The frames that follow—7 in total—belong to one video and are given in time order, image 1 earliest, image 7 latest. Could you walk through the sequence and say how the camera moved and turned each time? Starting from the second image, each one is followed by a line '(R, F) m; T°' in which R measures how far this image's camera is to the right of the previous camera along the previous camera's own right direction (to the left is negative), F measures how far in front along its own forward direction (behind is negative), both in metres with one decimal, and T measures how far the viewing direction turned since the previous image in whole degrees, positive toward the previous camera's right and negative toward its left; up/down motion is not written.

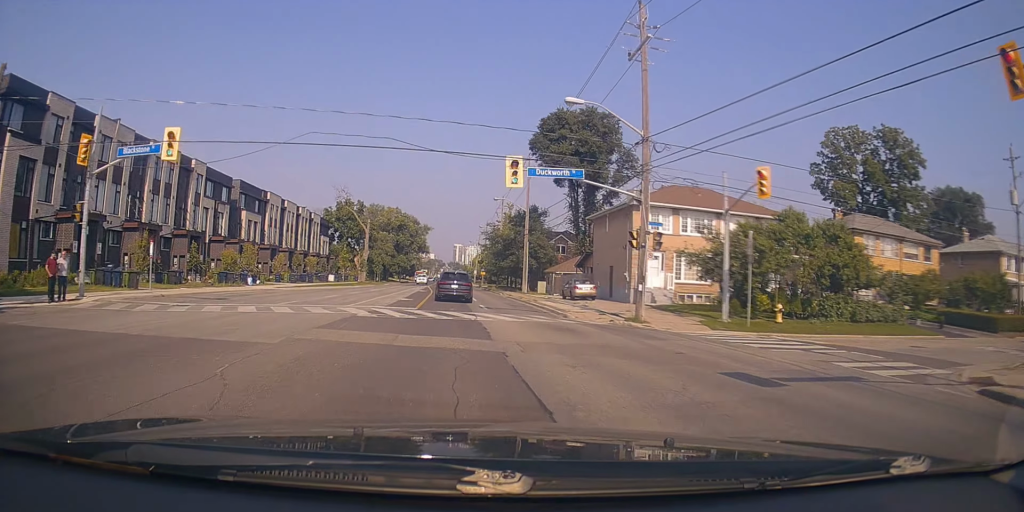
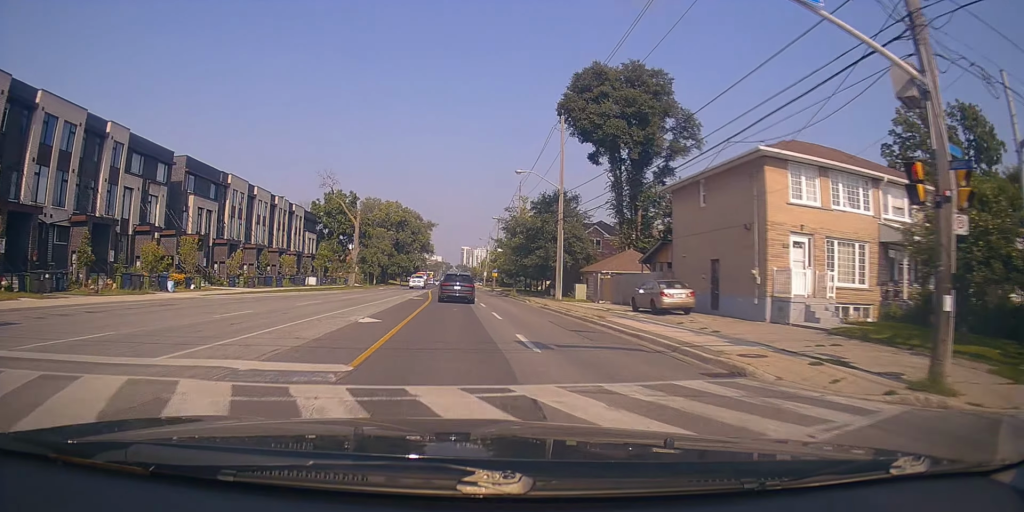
(-0.7, +15.1) m; -1°
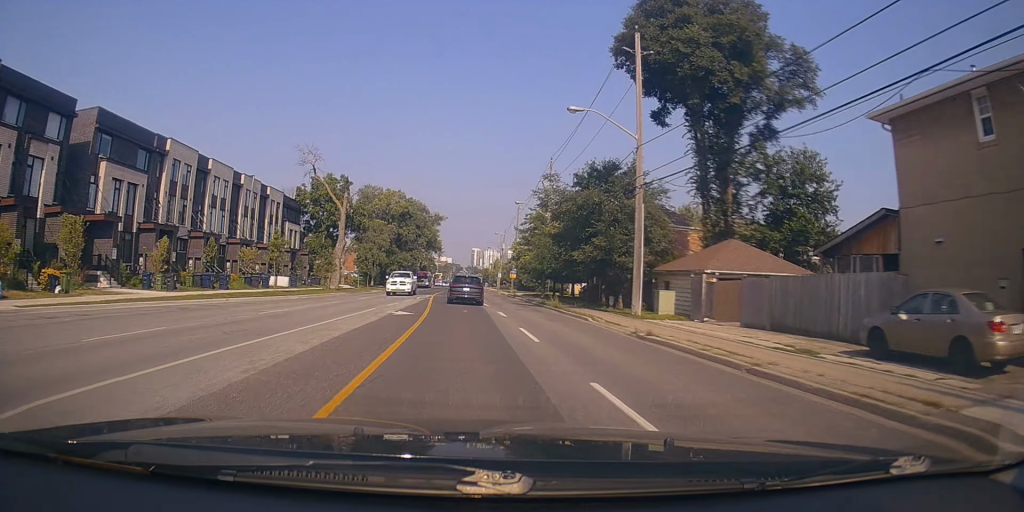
(+0.5, +15.8) m; +1°
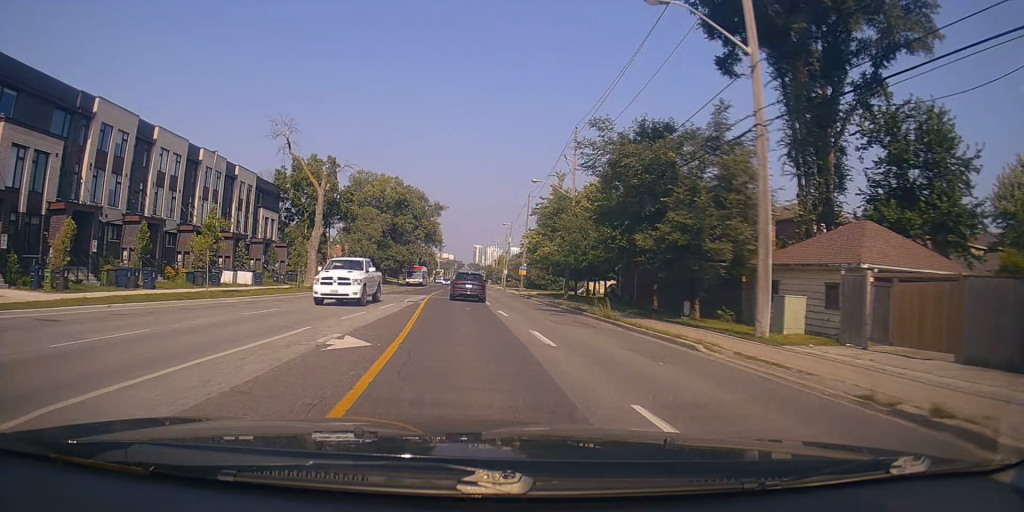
(-0.1, +10.7) m; -1°
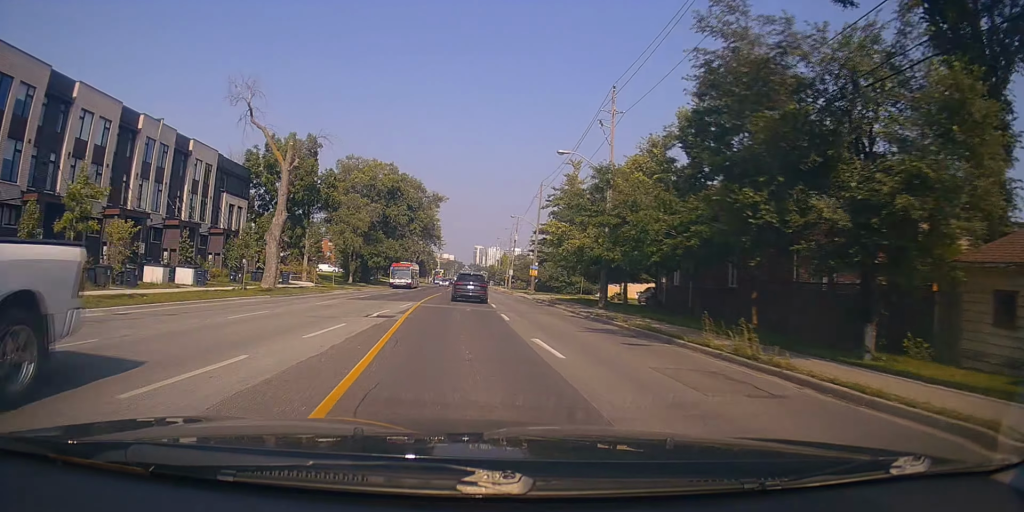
(-0.2, +10.8) m; 0°
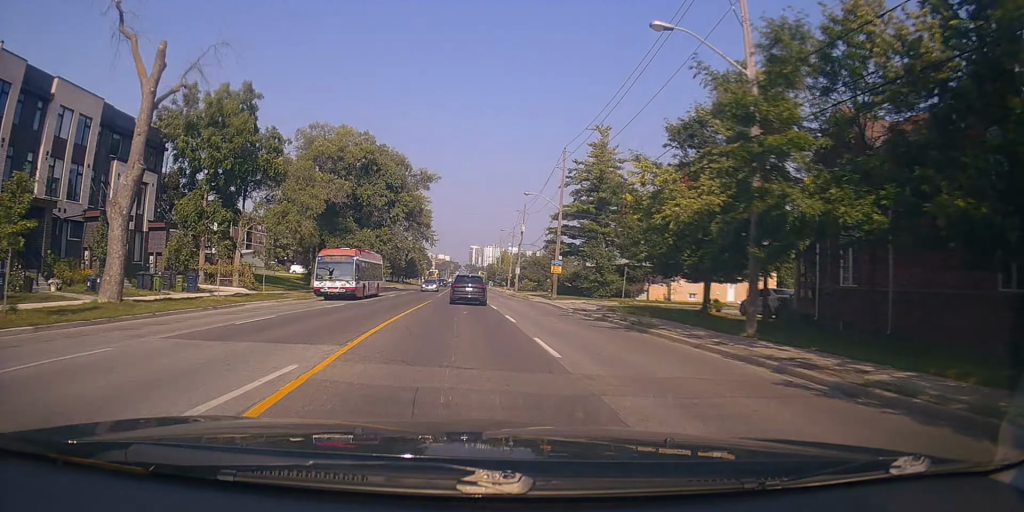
(+0.2, +18.1) m; +2°
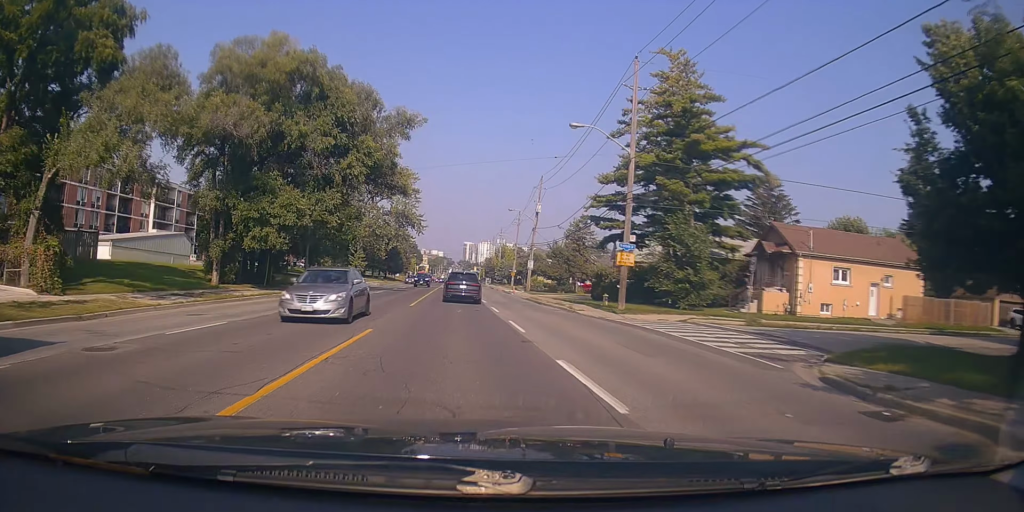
(+0.2, +22.5) m; 0°
